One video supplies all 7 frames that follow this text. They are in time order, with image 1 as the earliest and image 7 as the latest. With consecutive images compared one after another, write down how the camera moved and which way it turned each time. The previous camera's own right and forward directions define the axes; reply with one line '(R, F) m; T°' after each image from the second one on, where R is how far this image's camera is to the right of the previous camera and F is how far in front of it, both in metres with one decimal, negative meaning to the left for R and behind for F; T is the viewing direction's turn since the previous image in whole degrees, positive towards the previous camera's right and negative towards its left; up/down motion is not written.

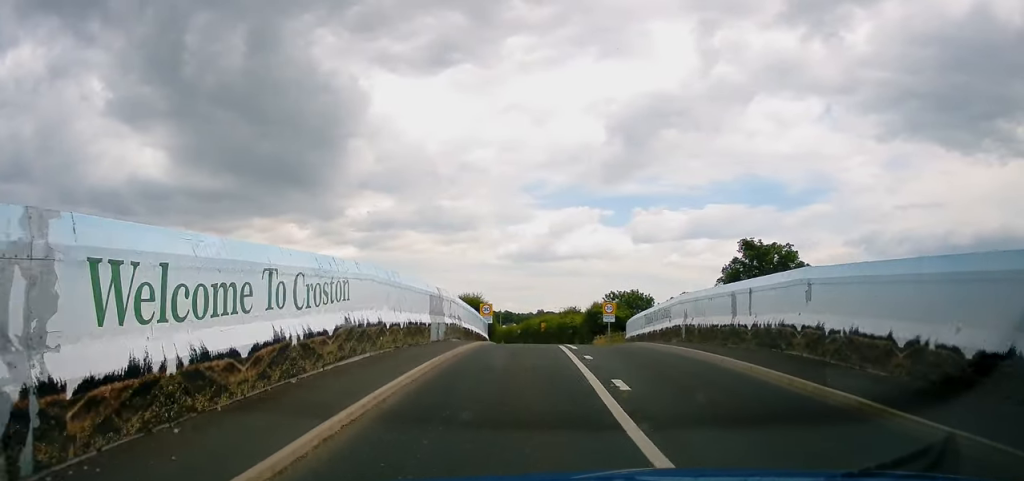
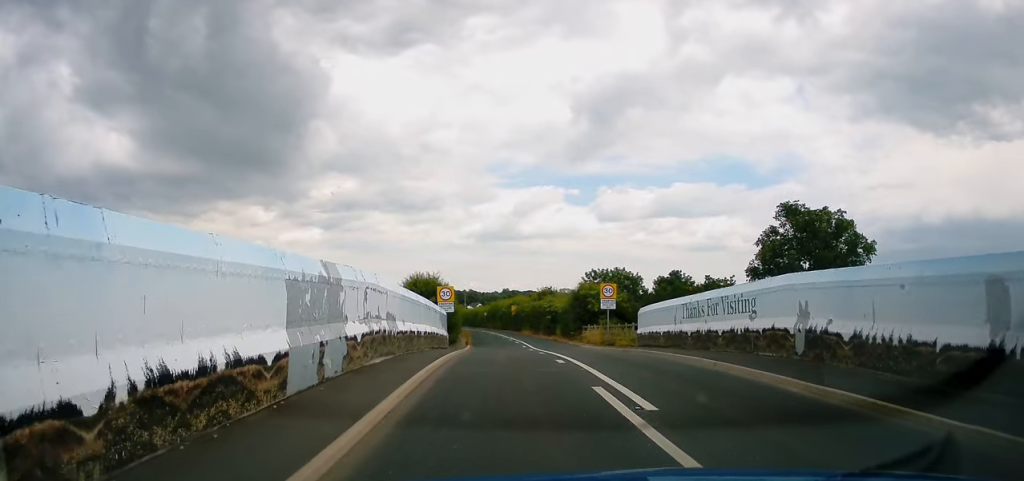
(+0.8, +11.4) m; +4°
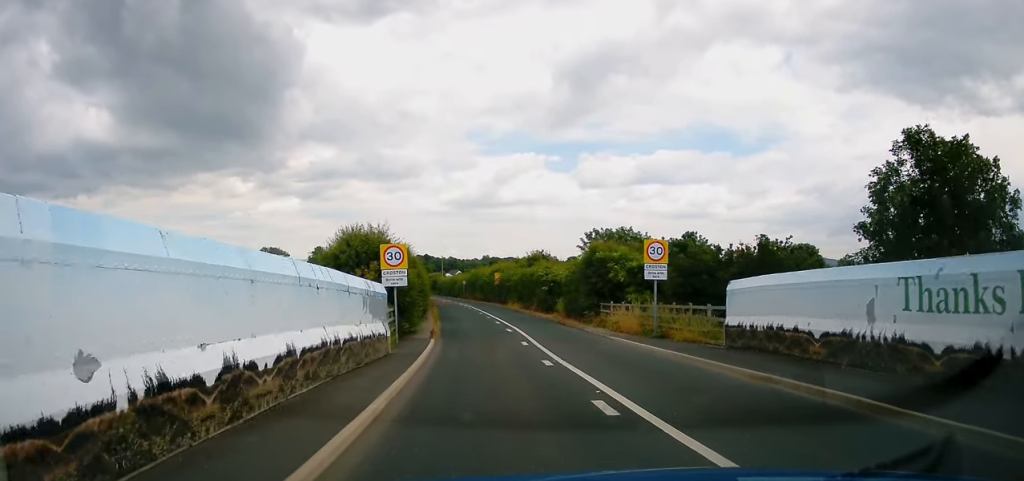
(0.0, +13.2) m; +1°
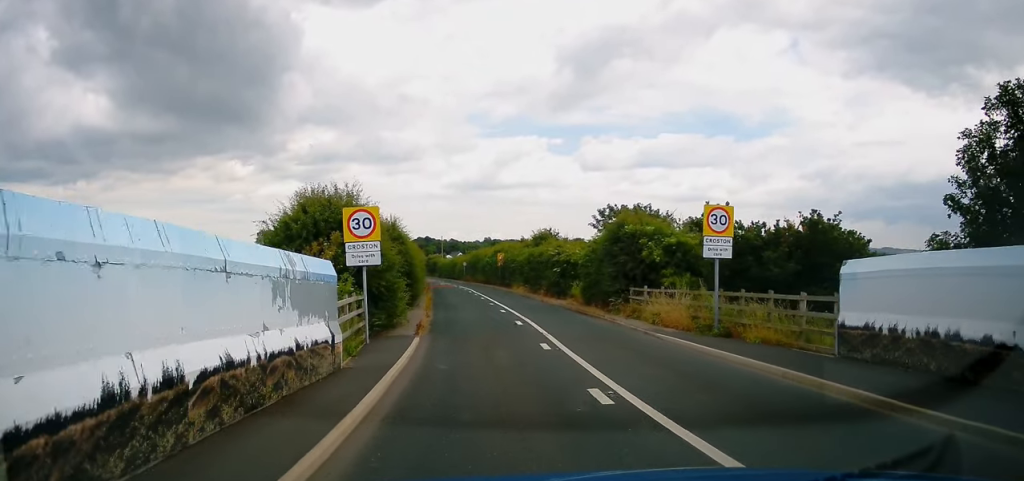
(0.0, +6.0) m; 0°
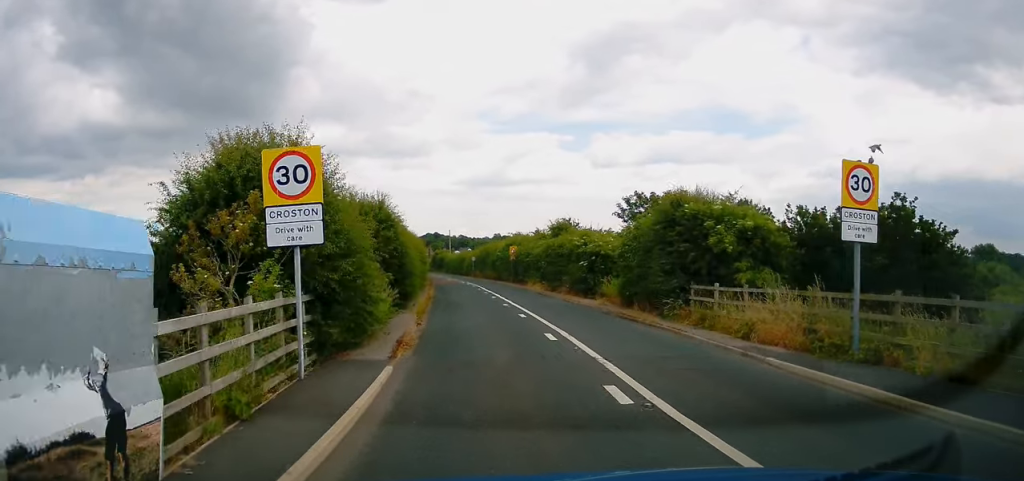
(+0.3, +6.2) m; -1°
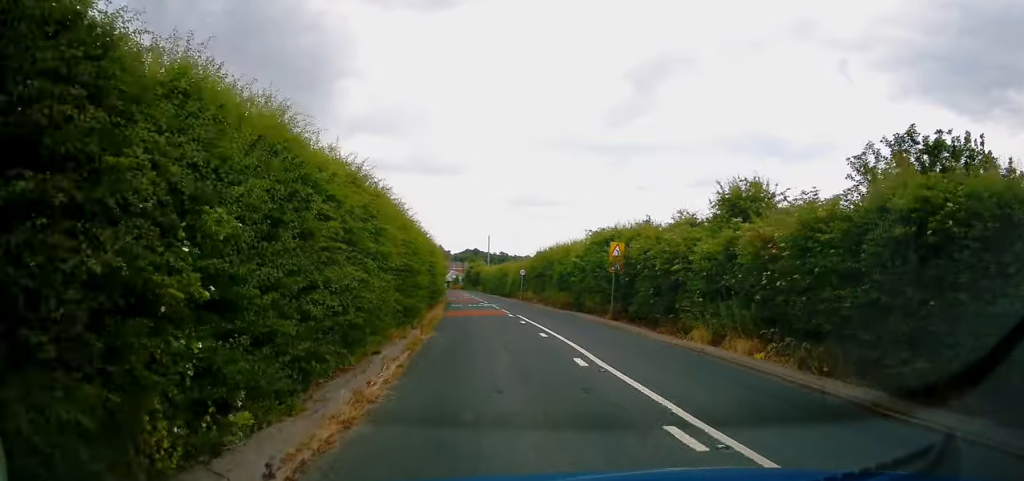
(-1.2, +30.5) m; -3°
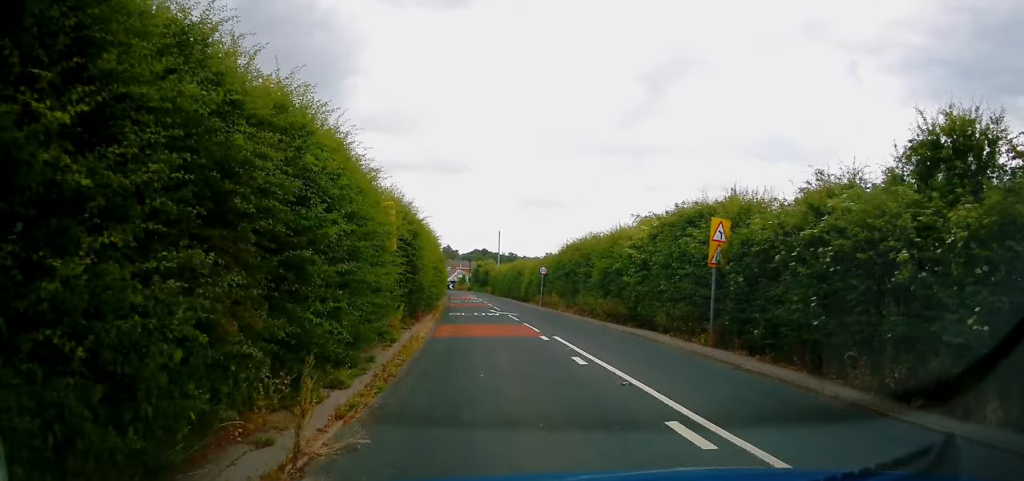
(-0.3, +11.5) m; -2°
